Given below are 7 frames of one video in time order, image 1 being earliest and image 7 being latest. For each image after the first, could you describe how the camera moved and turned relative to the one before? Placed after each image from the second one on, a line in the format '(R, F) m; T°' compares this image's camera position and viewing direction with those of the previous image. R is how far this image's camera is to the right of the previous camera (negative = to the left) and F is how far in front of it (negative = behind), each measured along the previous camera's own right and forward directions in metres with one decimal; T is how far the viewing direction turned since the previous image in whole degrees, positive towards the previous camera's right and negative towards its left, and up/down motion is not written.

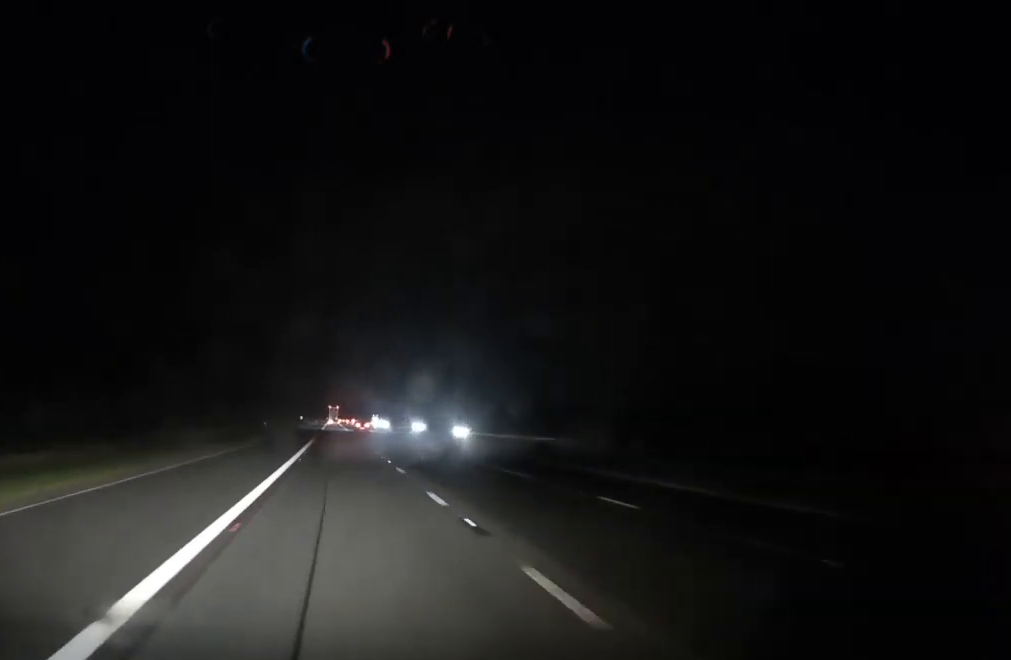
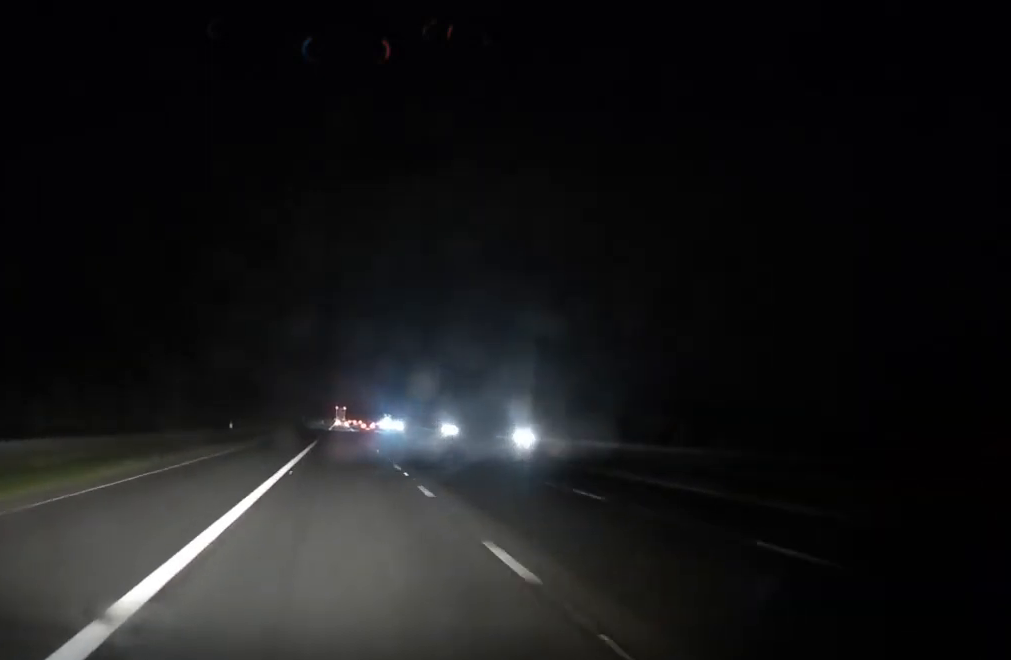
(-0.2, +25.1) m; -1°
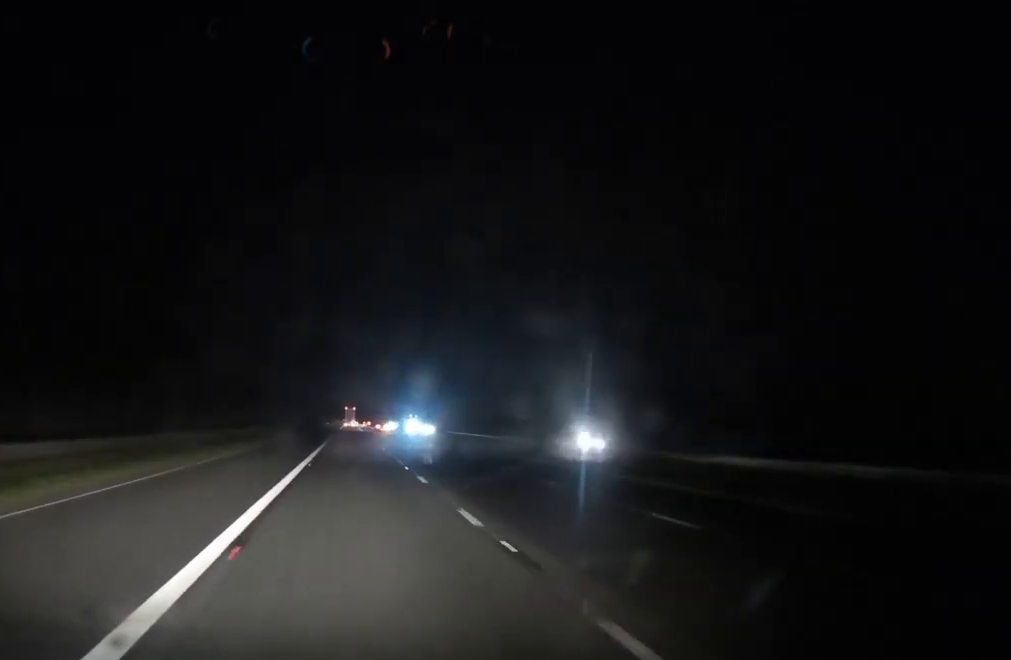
(-0.3, +49.6) m; -1°
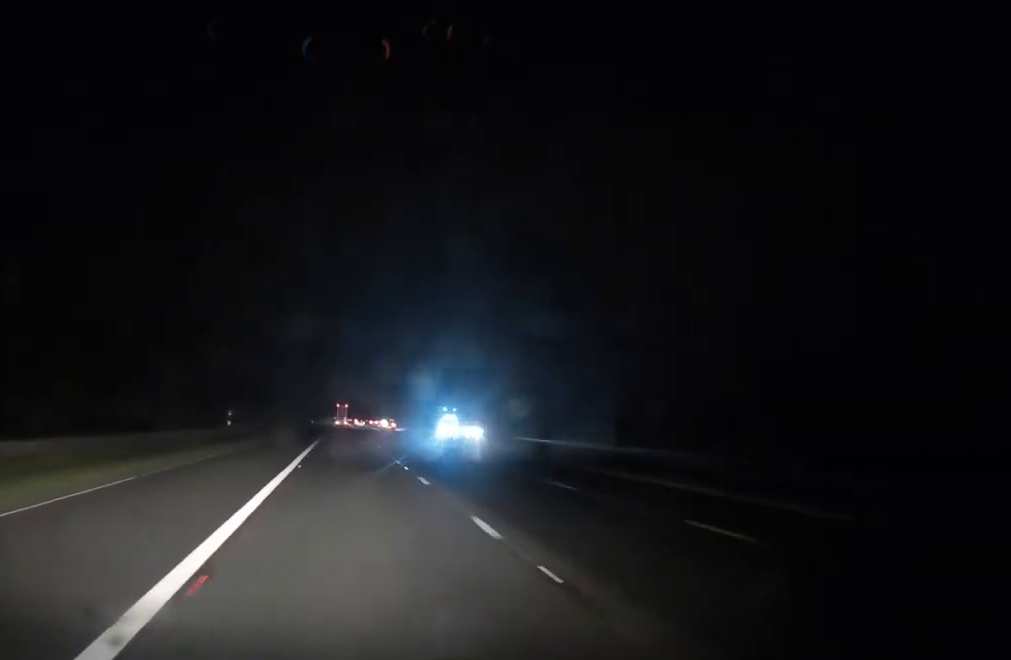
(+0.2, +55.6) m; +1°
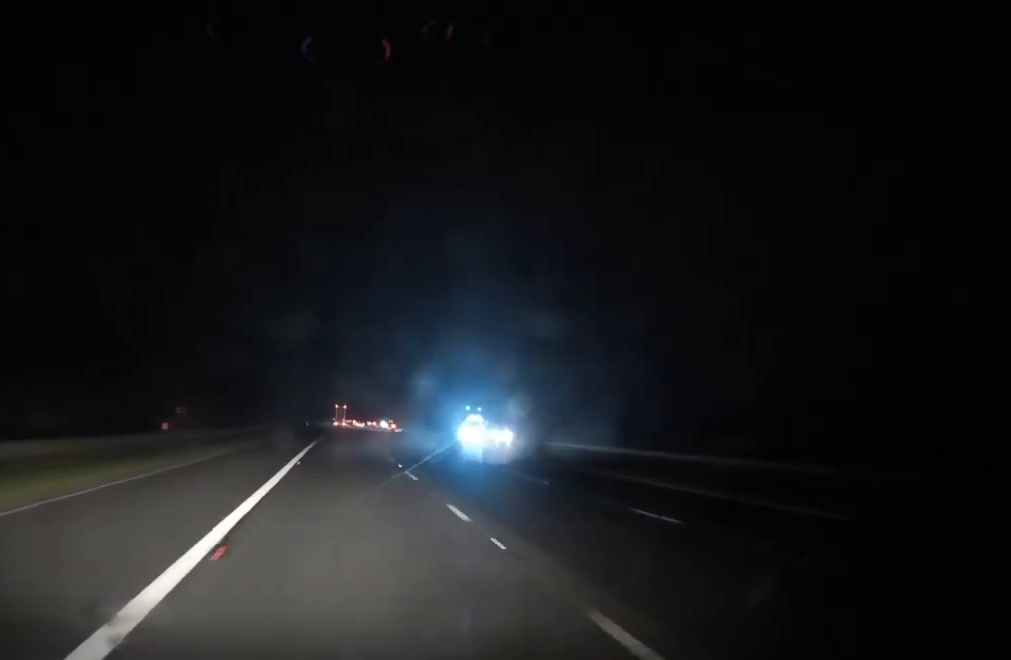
(0.0, +15.6) m; 0°
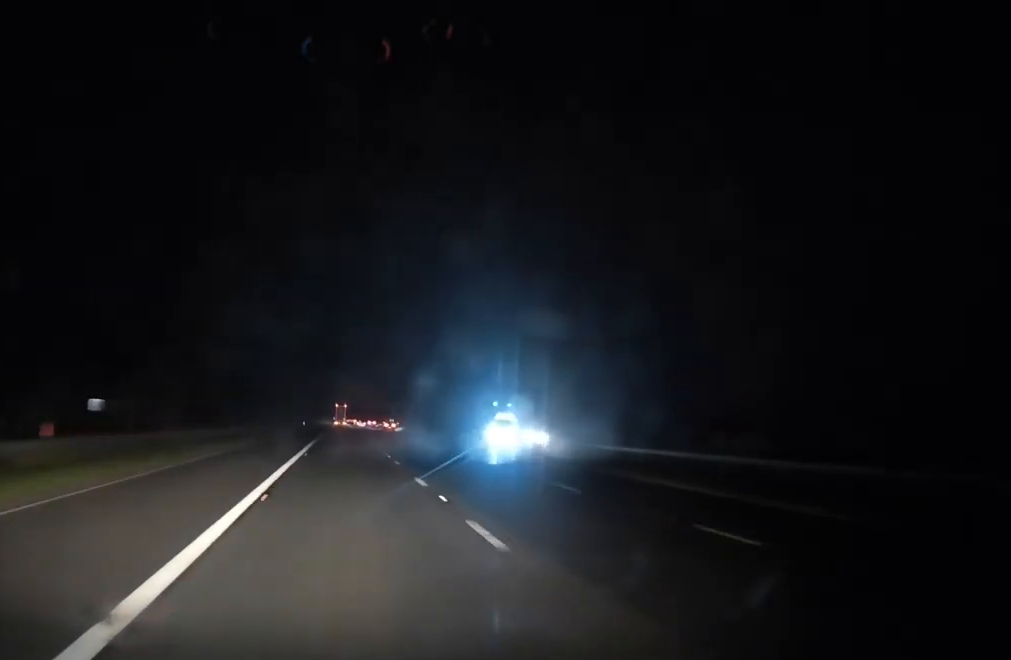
(0.0, +11.7) m; 0°
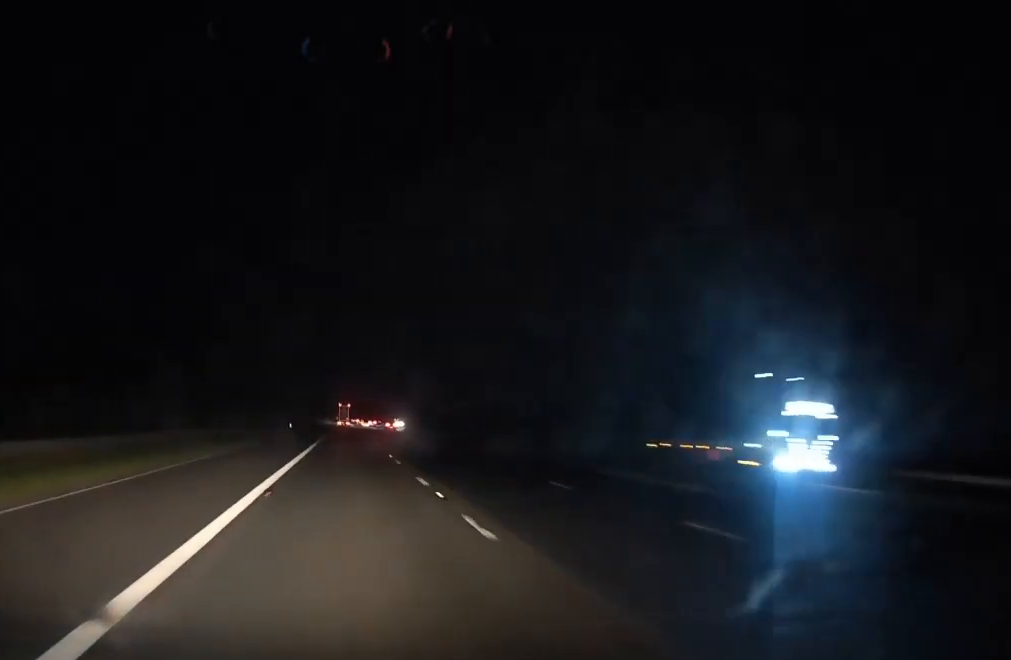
(0.0, +35.1) m; 0°
